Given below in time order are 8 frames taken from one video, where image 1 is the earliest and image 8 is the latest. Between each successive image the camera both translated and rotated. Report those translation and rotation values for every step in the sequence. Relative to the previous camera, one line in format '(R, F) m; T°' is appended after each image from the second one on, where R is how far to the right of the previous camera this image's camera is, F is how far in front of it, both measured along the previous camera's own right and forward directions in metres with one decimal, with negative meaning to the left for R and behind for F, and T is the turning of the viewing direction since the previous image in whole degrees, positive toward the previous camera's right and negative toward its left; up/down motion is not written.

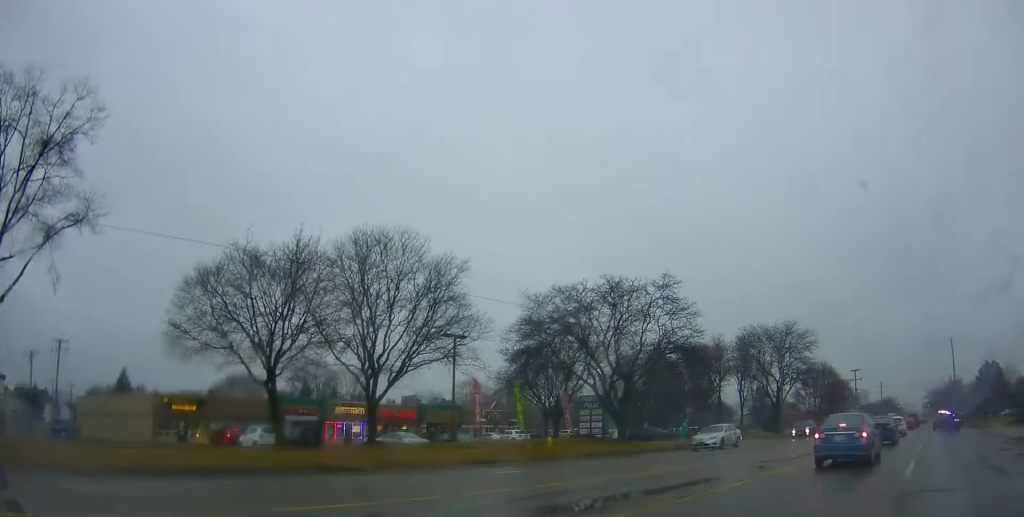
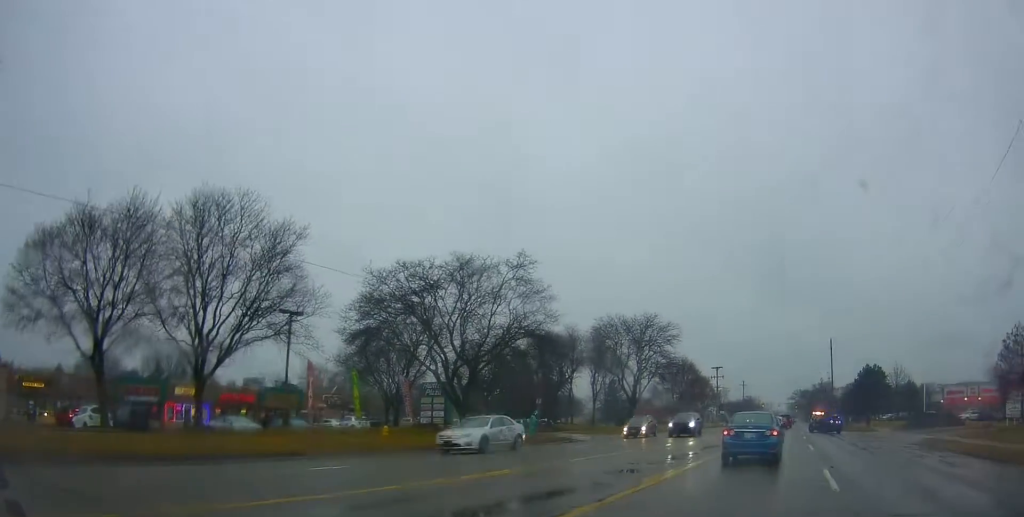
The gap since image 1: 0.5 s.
(+0.1, +2.4) m; +10°
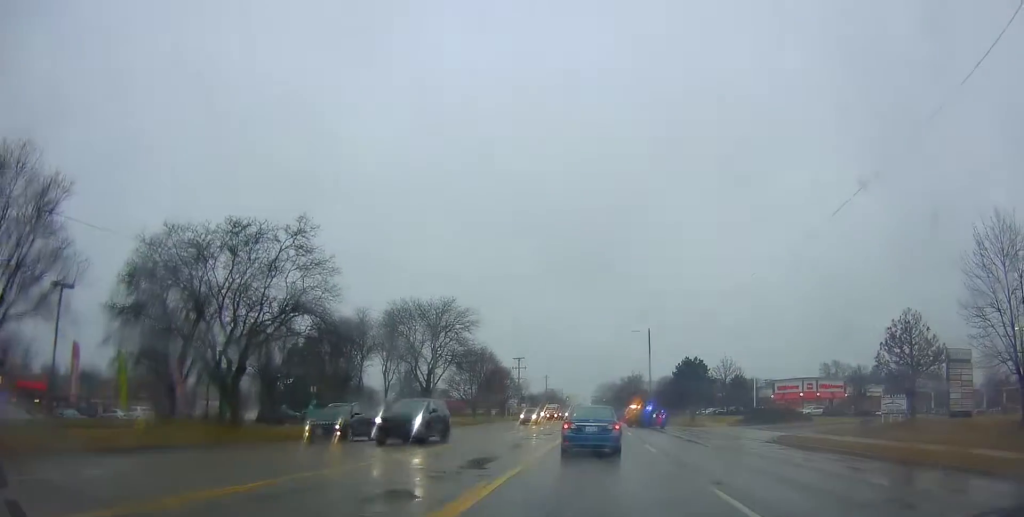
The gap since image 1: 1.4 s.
(+0.7, +4.3) m; +17°
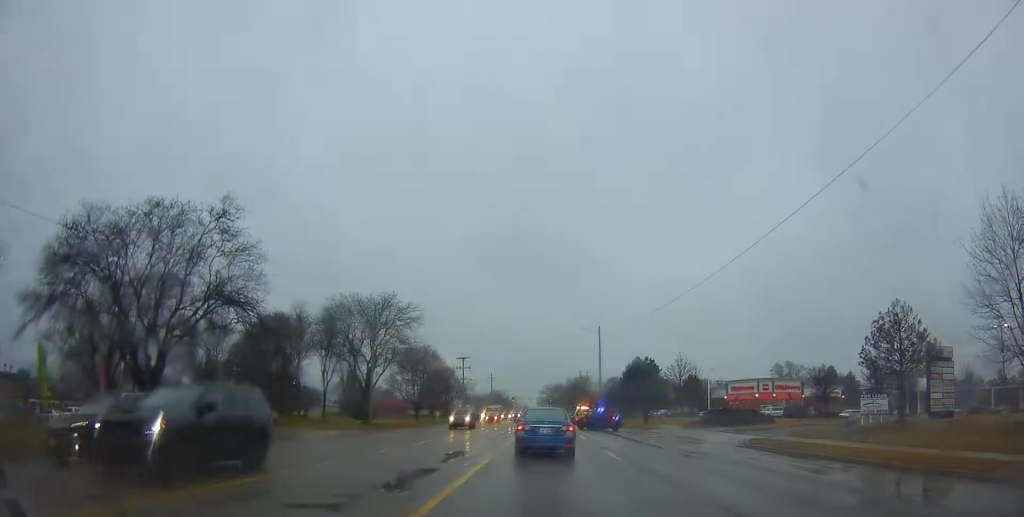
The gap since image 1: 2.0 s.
(+0.2, +2.8) m; +7°
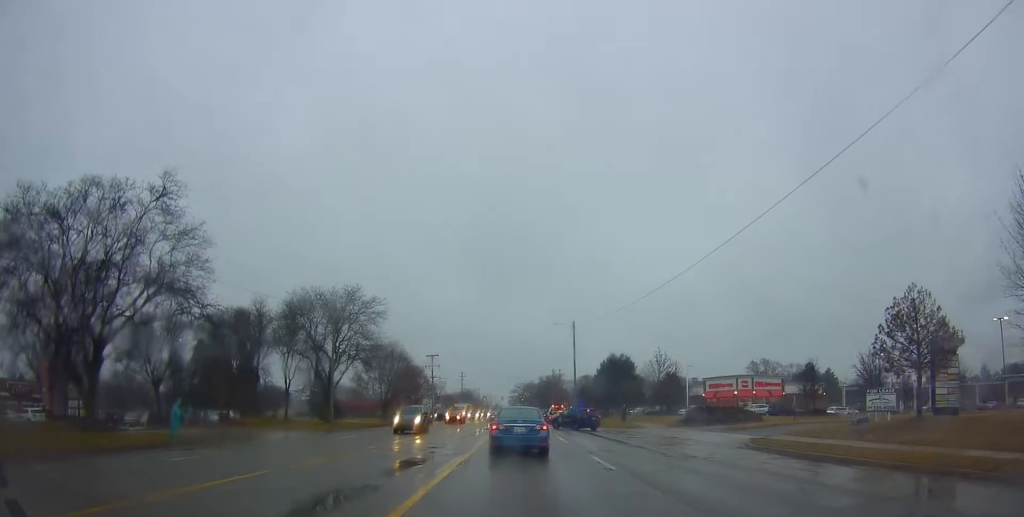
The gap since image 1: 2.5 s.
(+0.4, +3.1) m; +1°
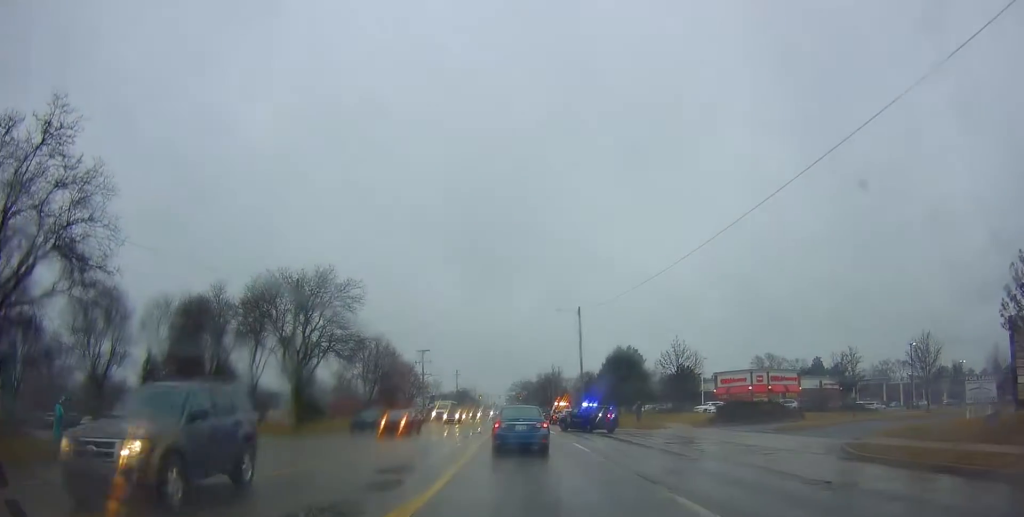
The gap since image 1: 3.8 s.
(-0.3, +8.3) m; +1°
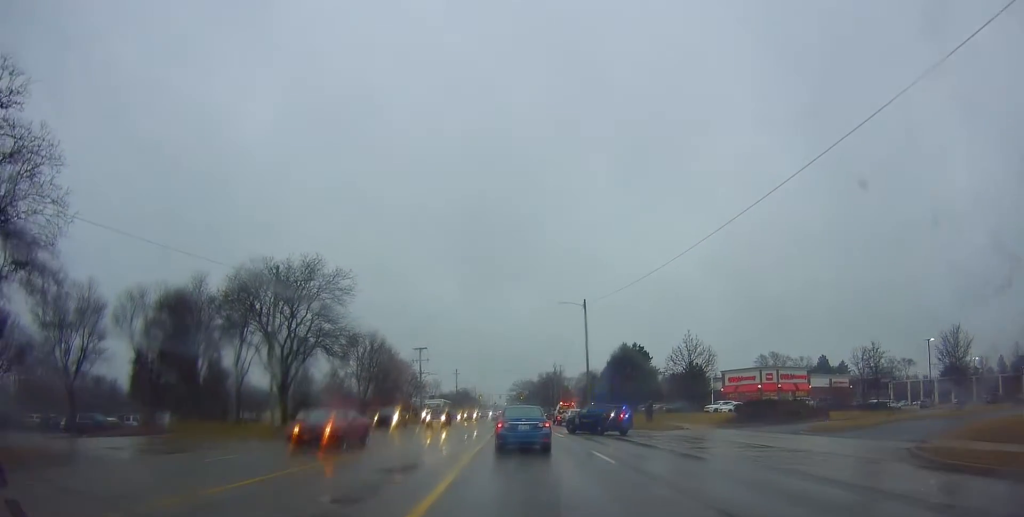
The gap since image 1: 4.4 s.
(+0.3, +3.8) m; +2°
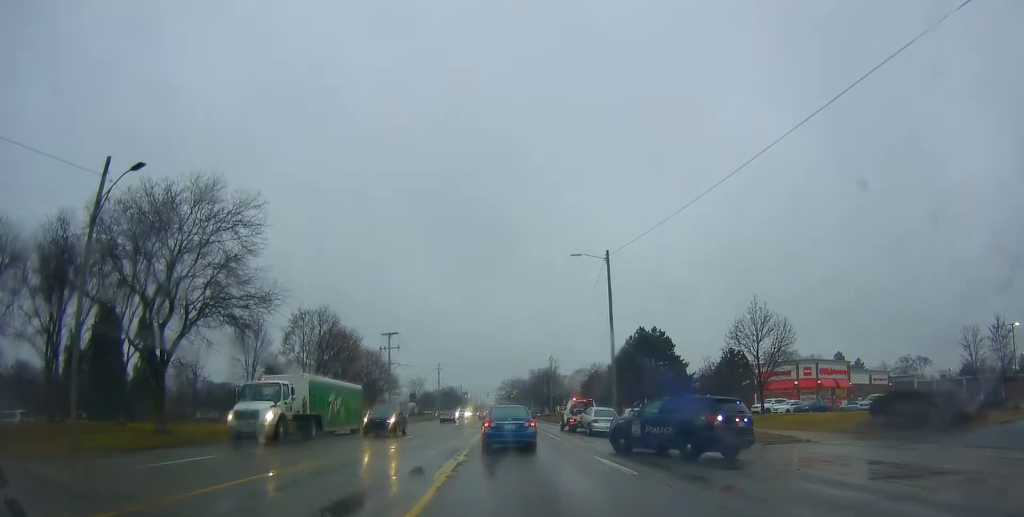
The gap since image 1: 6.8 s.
(+0.9, +17.6) m; +6°
